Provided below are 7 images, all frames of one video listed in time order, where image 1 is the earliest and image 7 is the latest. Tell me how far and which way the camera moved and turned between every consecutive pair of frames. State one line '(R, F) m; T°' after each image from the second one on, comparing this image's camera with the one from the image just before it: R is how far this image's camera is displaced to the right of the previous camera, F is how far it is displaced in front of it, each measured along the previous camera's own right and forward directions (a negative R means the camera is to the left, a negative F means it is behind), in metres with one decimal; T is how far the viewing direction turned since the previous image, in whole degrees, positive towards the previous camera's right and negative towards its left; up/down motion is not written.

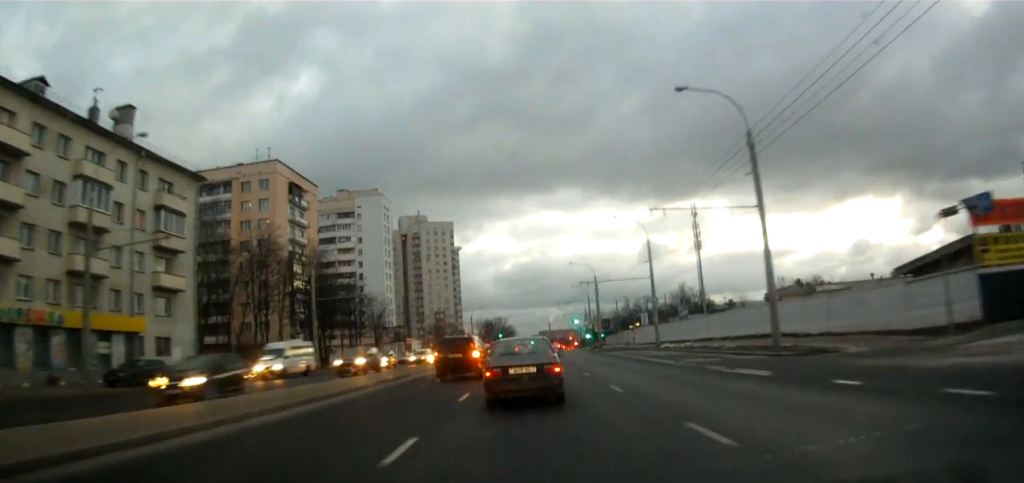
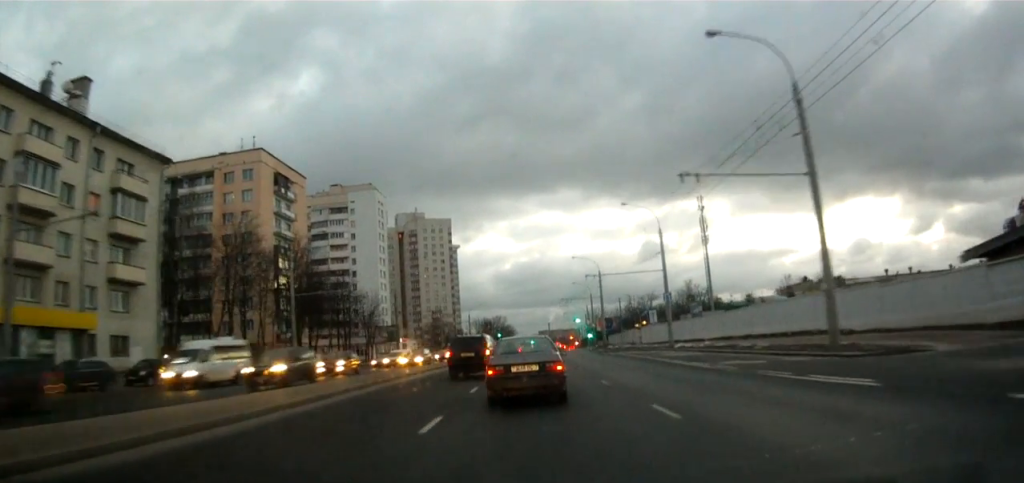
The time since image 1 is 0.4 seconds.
(-0.2, +5.5) m; 0°
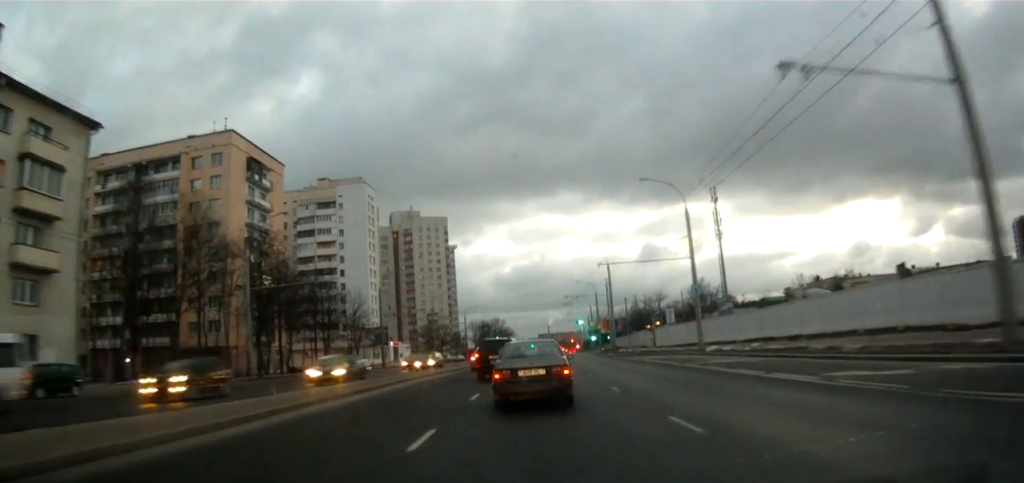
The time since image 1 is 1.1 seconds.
(+0.1, +9.4) m; 0°
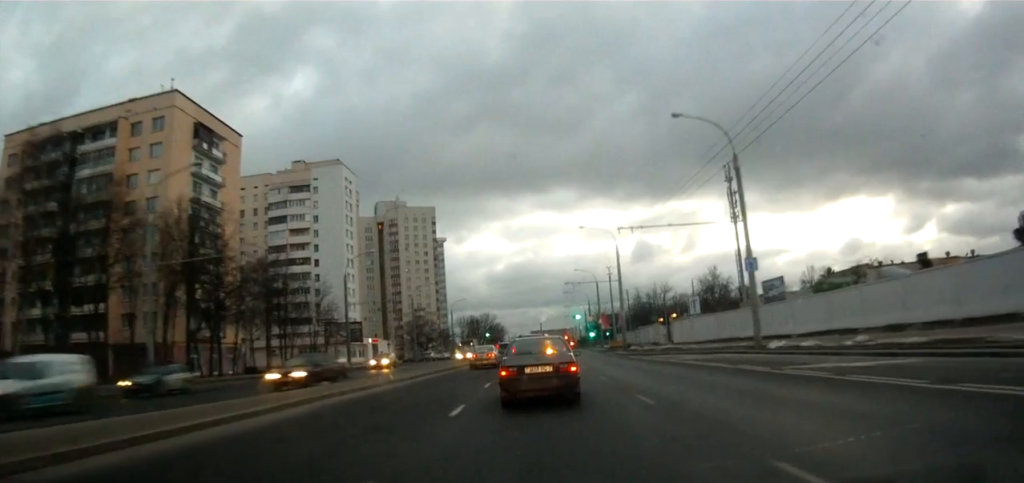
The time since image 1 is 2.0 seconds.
(+0.1, +12.1) m; 0°
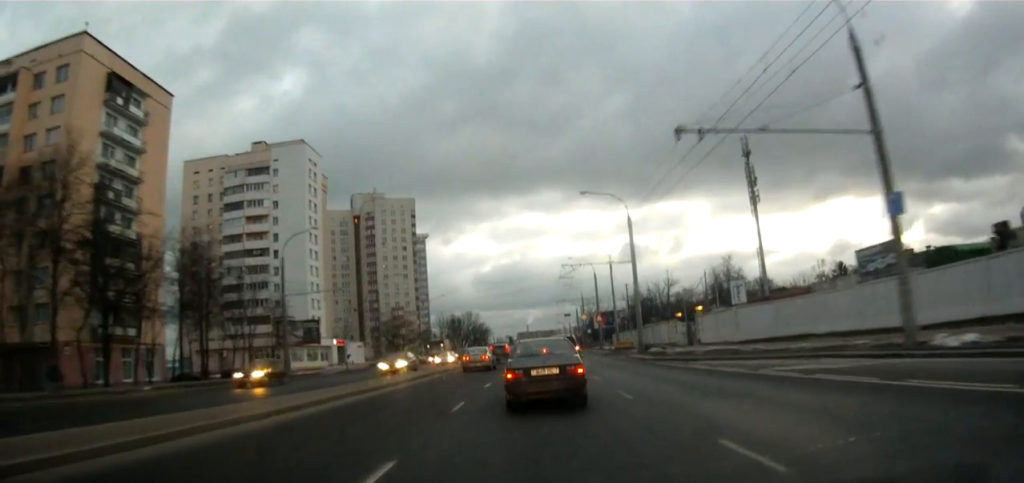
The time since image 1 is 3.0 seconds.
(-0.2, +14.8) m; 0°
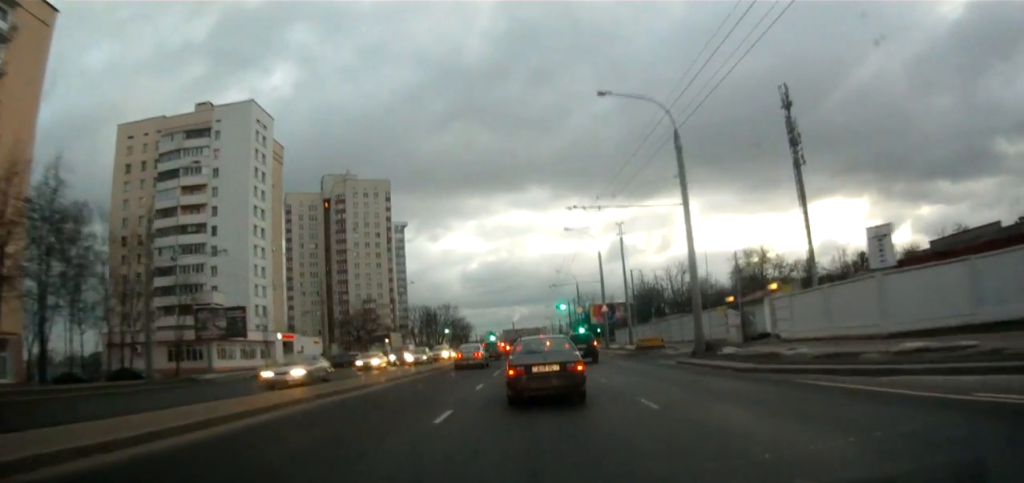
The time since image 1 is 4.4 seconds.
(-0.2, +18.4) m; 0°
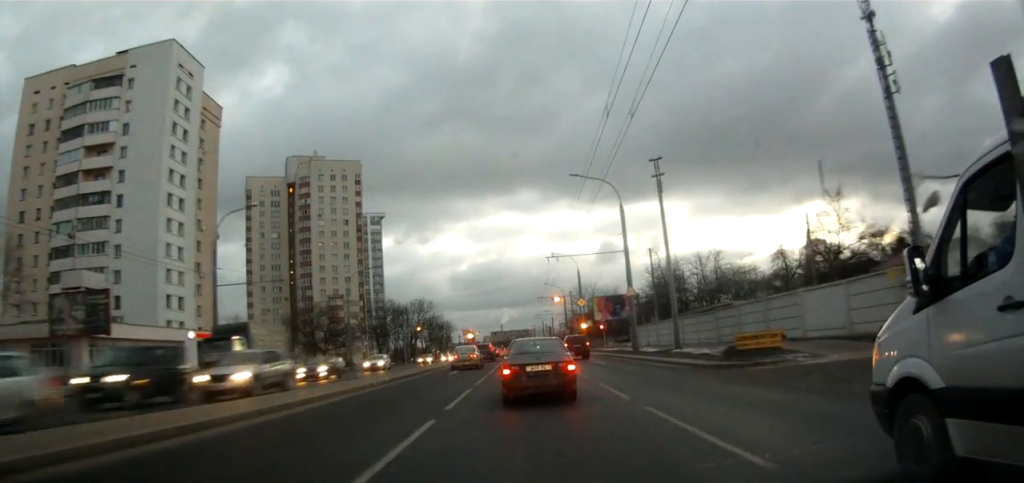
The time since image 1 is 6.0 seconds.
(+0.6, +21.4) m; +2°
